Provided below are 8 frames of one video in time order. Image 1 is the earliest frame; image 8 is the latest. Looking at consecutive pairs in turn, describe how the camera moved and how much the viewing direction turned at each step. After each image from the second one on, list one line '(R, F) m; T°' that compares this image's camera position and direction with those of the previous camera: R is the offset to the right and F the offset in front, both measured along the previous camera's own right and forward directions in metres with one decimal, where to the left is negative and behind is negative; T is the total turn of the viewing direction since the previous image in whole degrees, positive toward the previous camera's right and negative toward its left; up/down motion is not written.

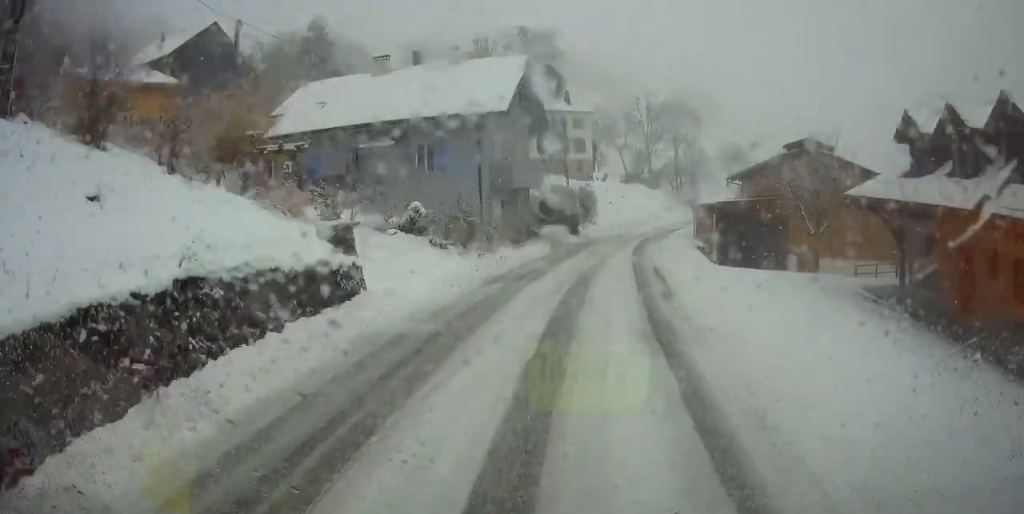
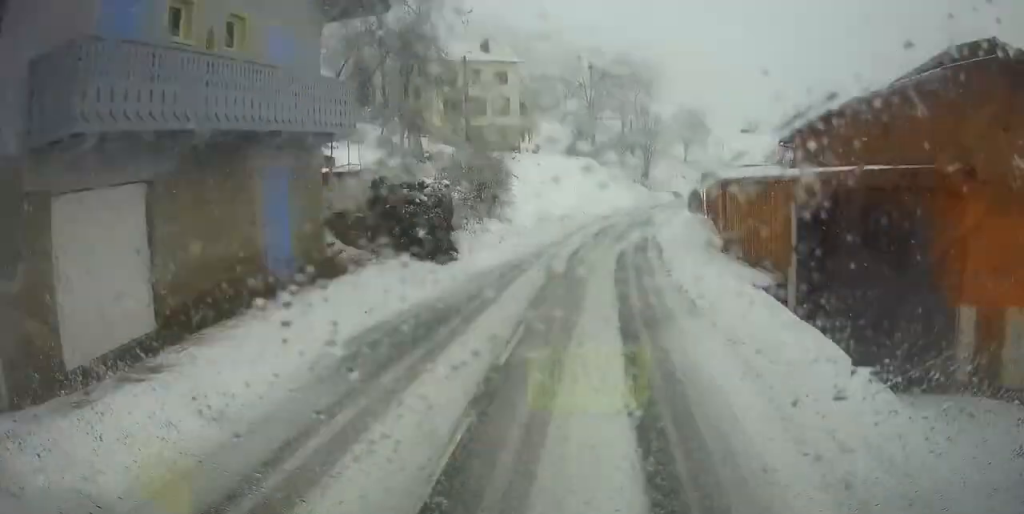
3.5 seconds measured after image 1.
(+4.4, +32.0) m; -2°
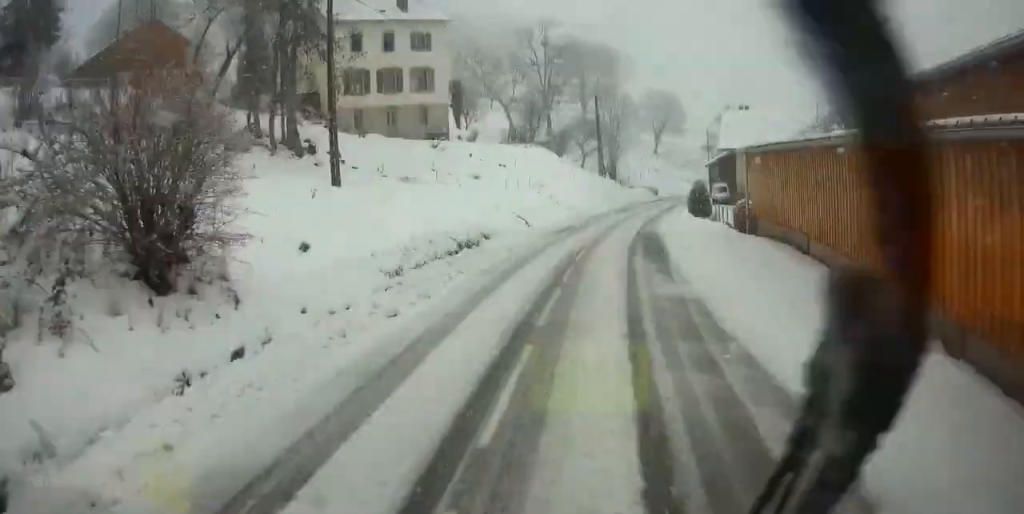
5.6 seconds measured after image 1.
(-3.0, +18.8) m; 0°
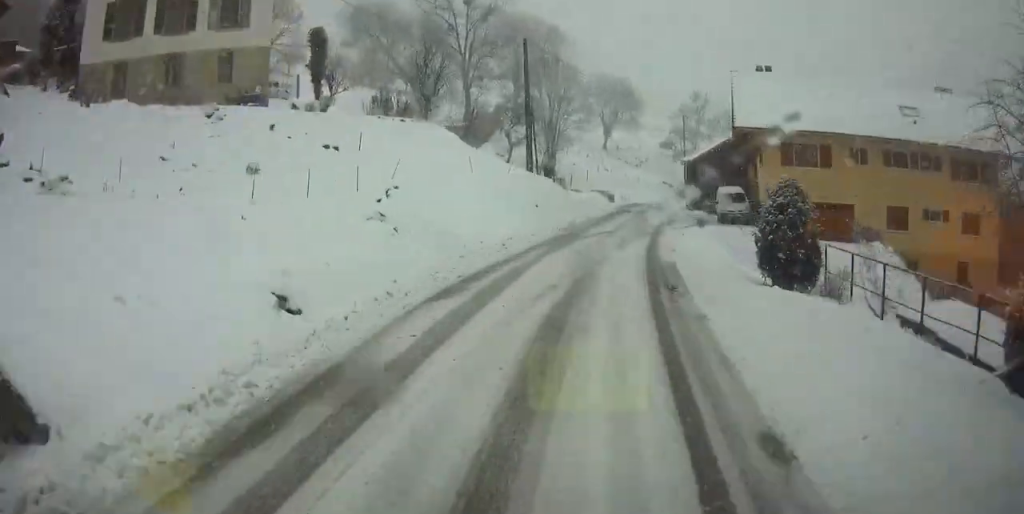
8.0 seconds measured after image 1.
(-2.3, +21.8) m; +2°
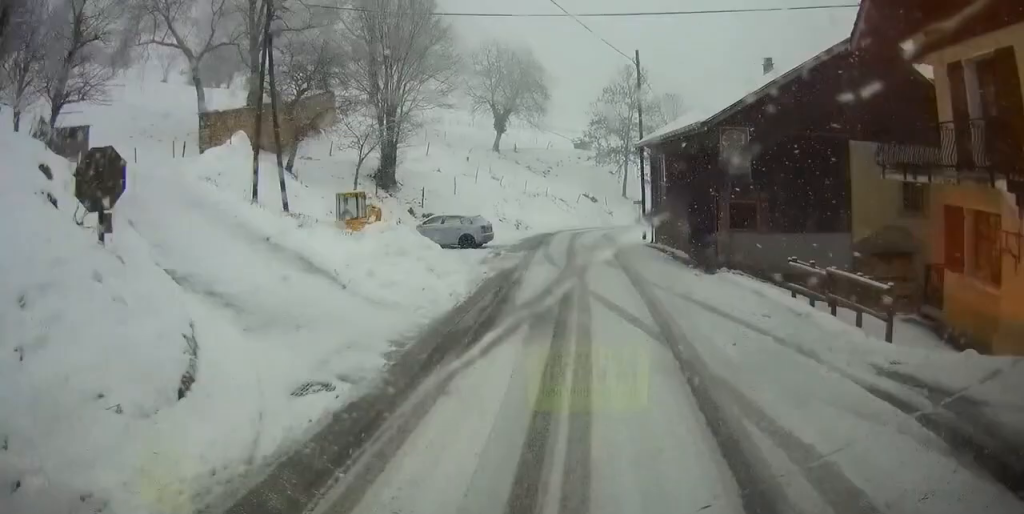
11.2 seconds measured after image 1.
(+4.6, +29.8) m; +10°
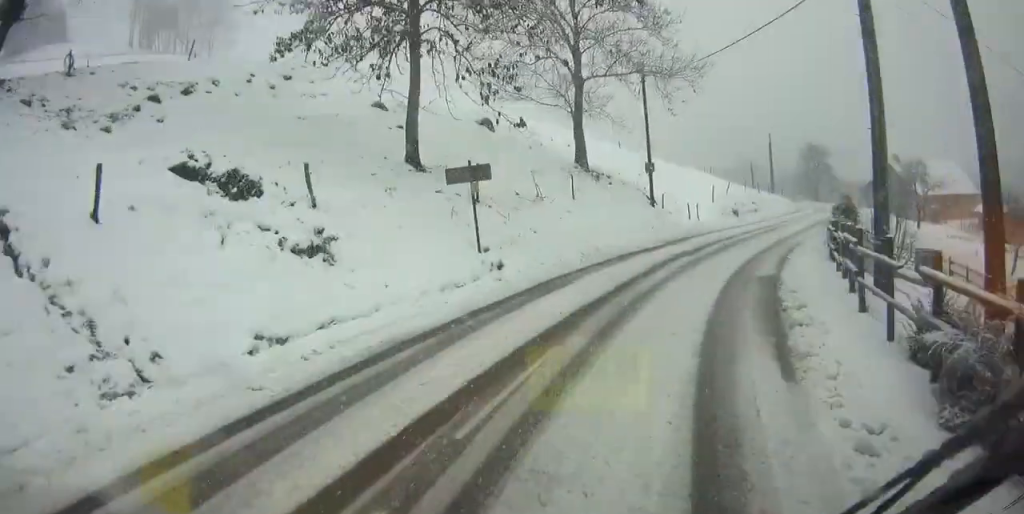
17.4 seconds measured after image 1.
(+12.9, +59.3) m; +24°
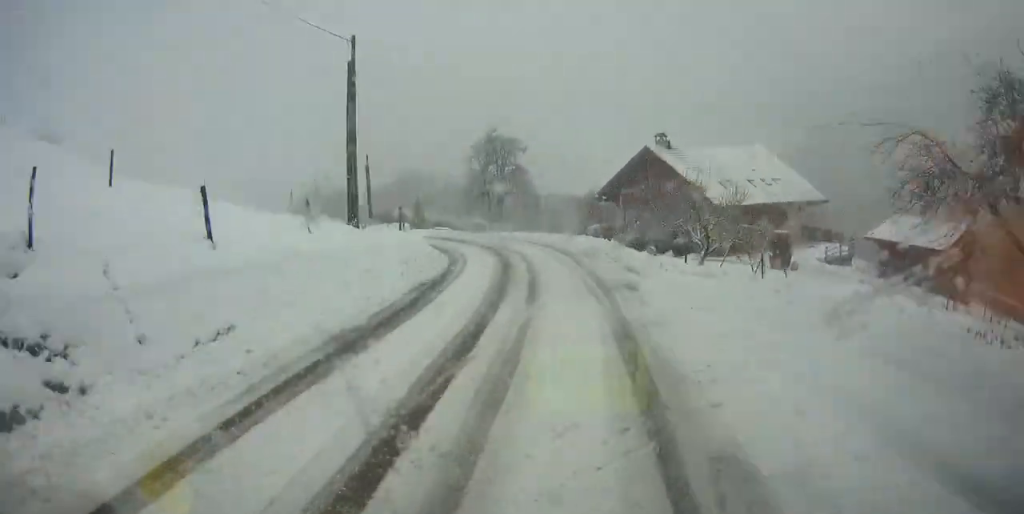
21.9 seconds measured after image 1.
(+5.5, +50.1) m; 0°
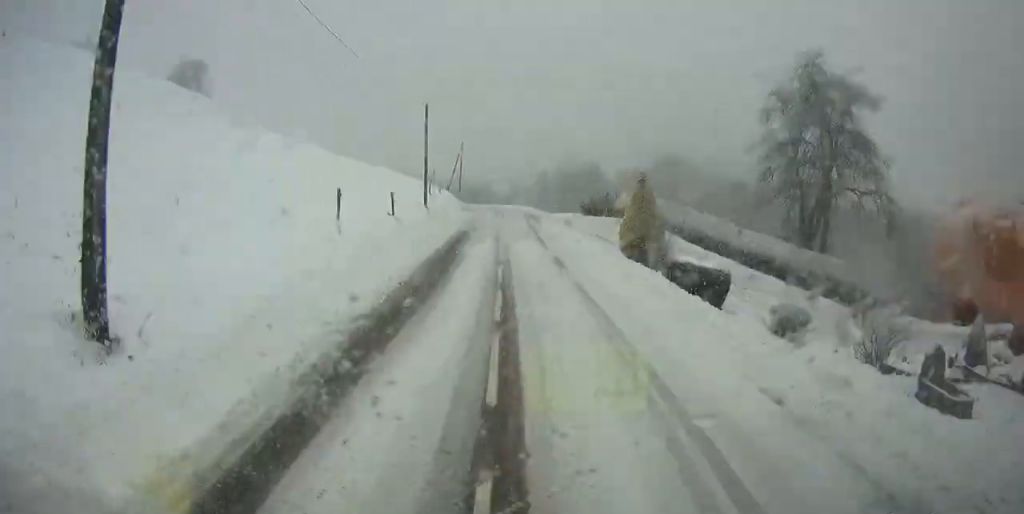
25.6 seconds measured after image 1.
(-4.1, +46.2) m; -11°
